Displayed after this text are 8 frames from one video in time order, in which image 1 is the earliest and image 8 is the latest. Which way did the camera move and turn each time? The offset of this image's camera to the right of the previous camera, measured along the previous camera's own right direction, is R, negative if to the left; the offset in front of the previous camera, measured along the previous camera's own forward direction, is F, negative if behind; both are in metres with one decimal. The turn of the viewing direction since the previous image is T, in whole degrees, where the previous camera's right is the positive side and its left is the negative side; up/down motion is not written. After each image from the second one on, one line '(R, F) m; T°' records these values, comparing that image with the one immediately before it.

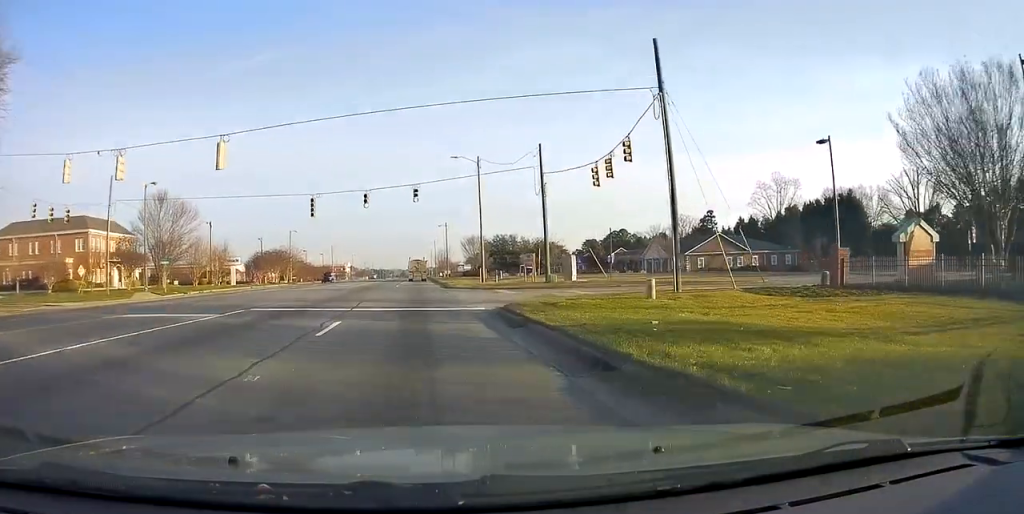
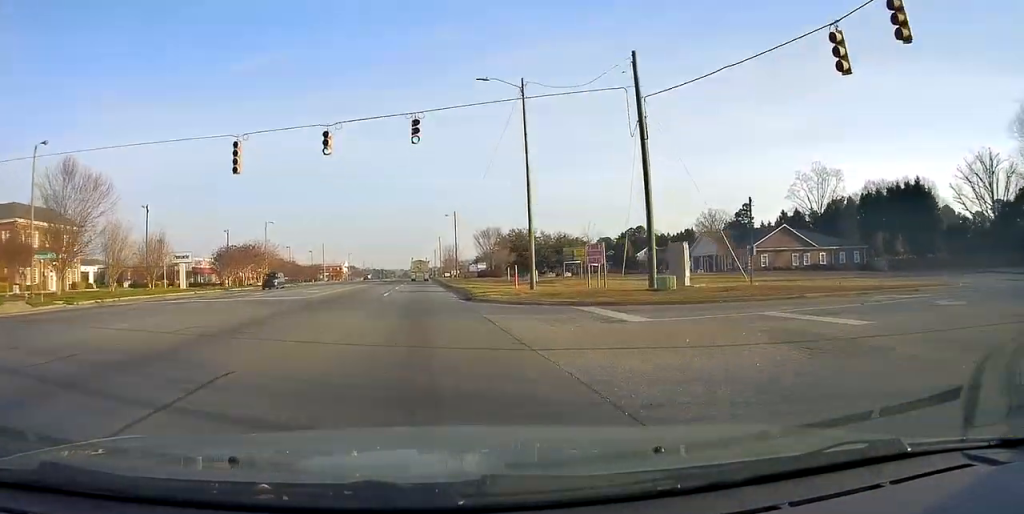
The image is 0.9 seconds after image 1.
(+0.2, +20.4) m; 0°
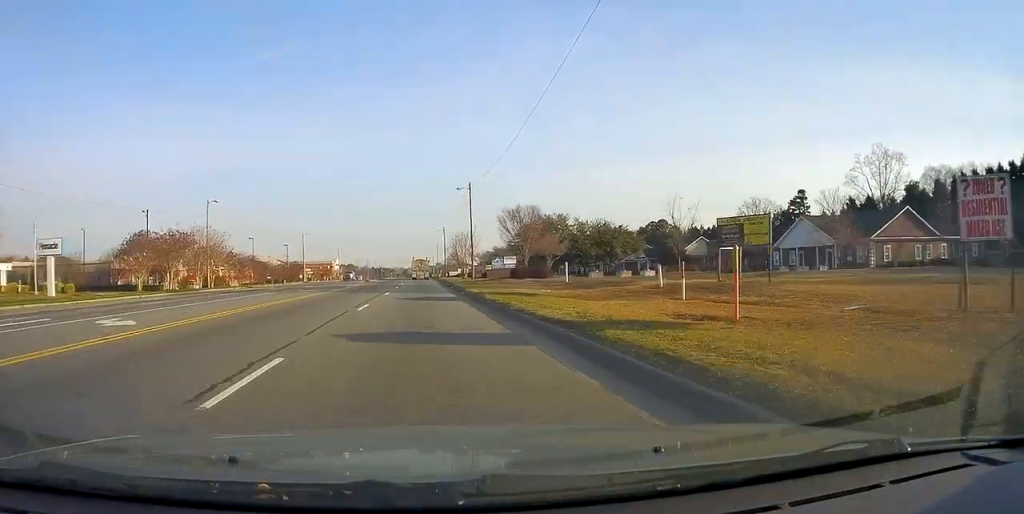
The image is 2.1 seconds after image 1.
(-0.4, +26.7) m; -1°
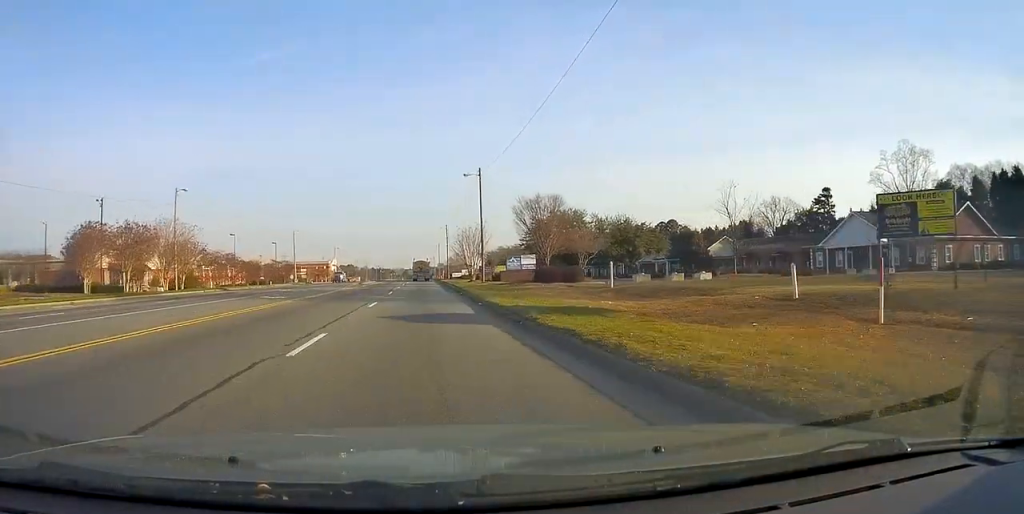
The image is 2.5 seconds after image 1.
(-0.1, +9.8) m; 0°
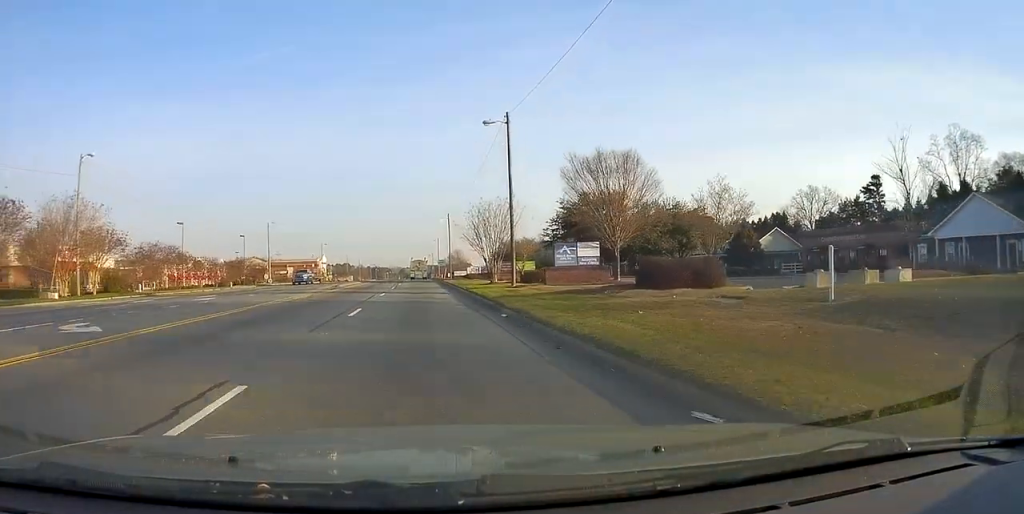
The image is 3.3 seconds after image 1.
(+0.3, +18.4) m; +1°
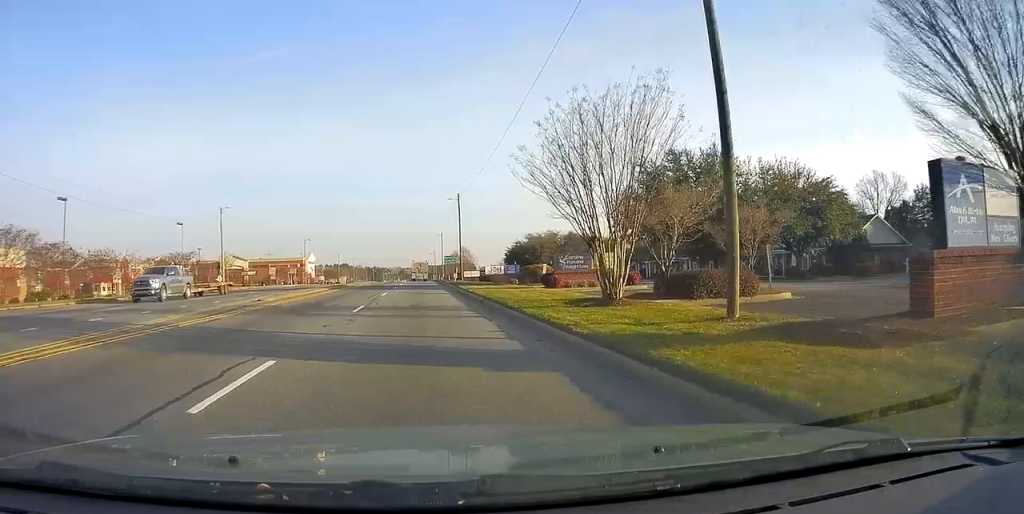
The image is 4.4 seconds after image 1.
(0.0, +24.5) m; 0°
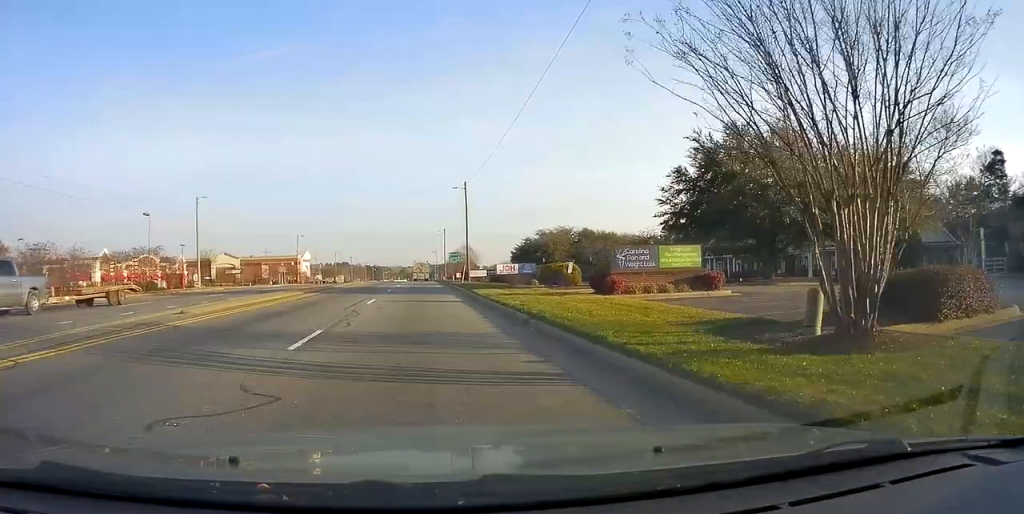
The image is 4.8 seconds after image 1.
(0.0, +9.0) m; 0°
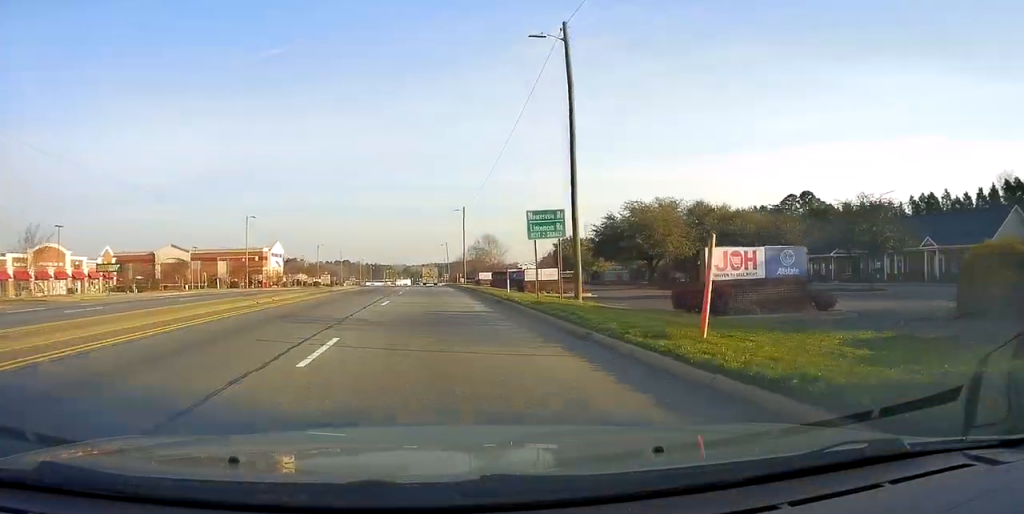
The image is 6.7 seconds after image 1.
(-0.6, +41.5) m; 0°
